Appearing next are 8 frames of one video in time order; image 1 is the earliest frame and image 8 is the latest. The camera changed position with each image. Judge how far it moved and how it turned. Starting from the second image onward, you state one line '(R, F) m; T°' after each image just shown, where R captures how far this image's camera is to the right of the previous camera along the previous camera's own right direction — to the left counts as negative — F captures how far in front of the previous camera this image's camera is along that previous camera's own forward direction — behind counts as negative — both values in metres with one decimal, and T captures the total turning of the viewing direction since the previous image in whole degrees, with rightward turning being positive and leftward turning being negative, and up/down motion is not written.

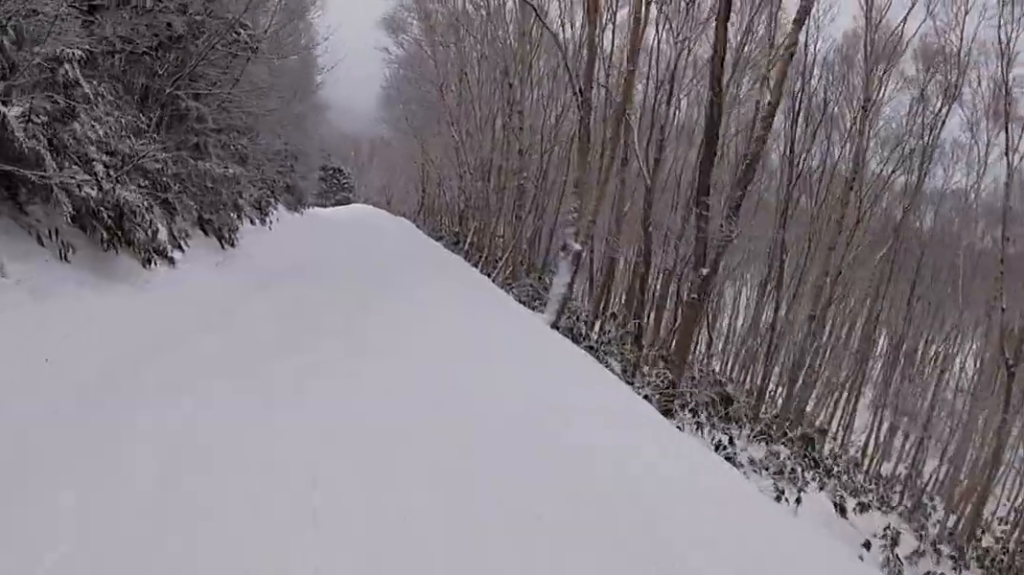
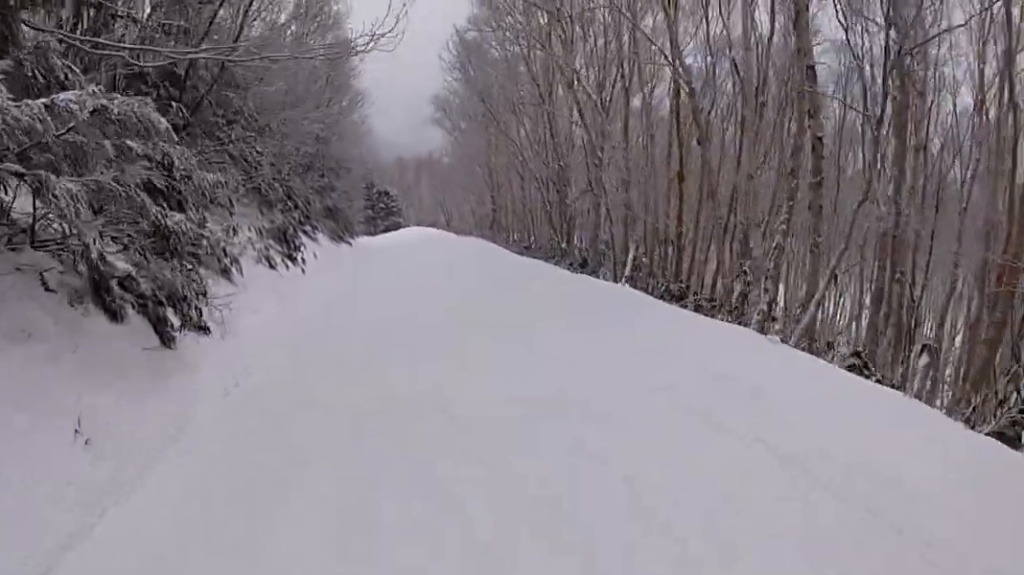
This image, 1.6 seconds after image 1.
(+0.7, +10.3) m; +10°
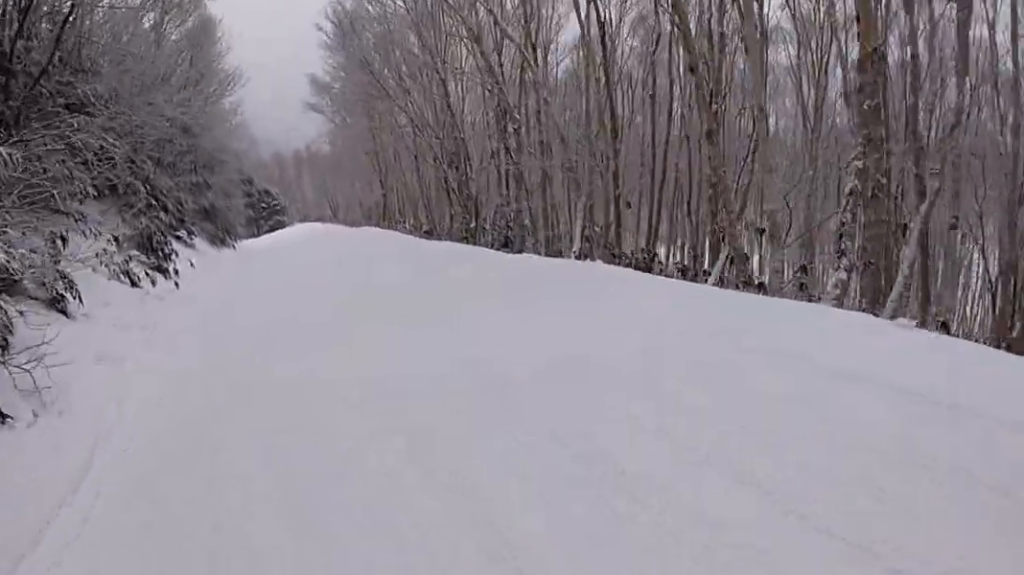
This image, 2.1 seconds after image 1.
(+0.2, +3.5) m; +2°
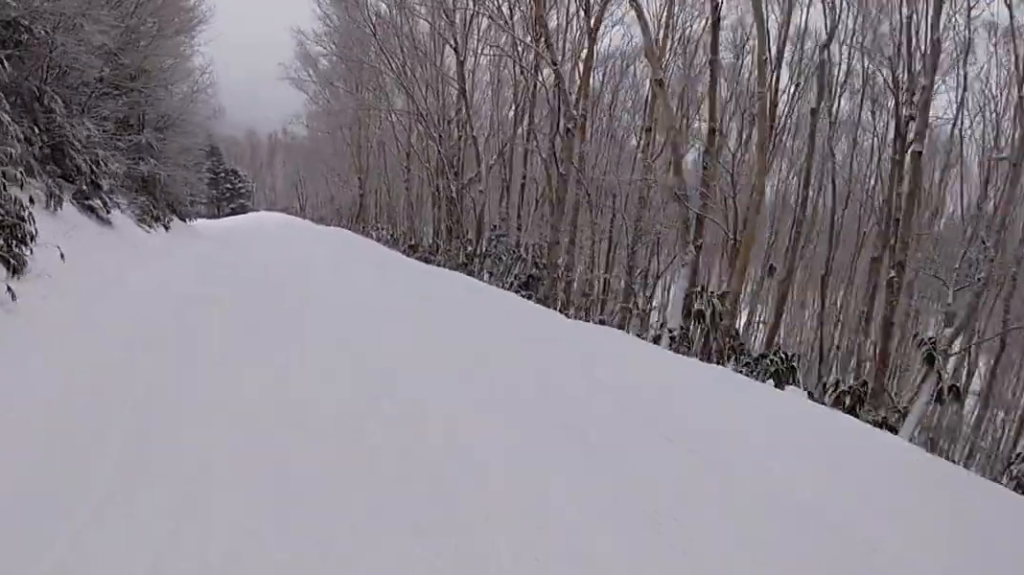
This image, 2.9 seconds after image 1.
(+0.1, +5.8) m; -1°
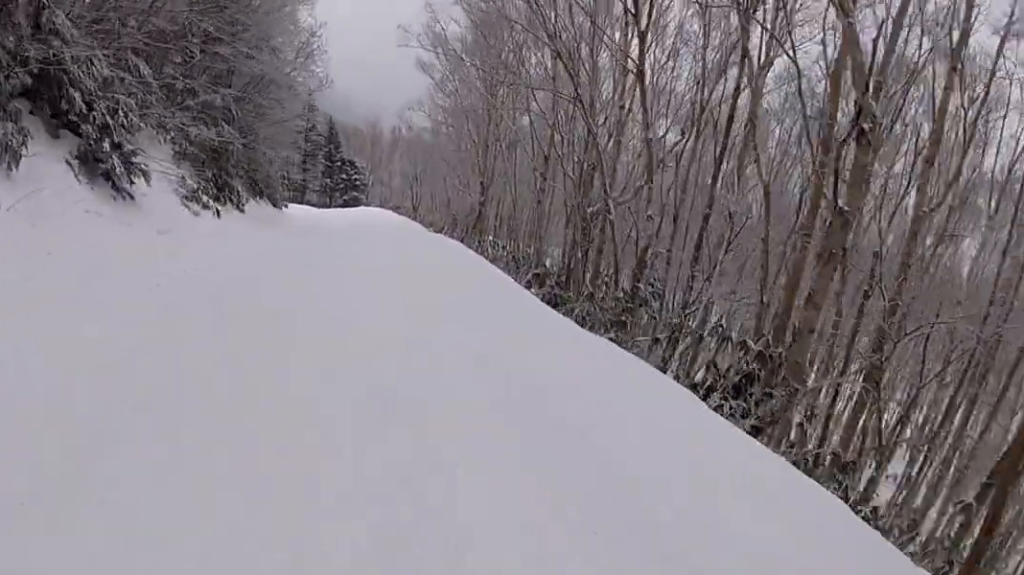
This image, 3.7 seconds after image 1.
(0.0, +5.6) m; -5°
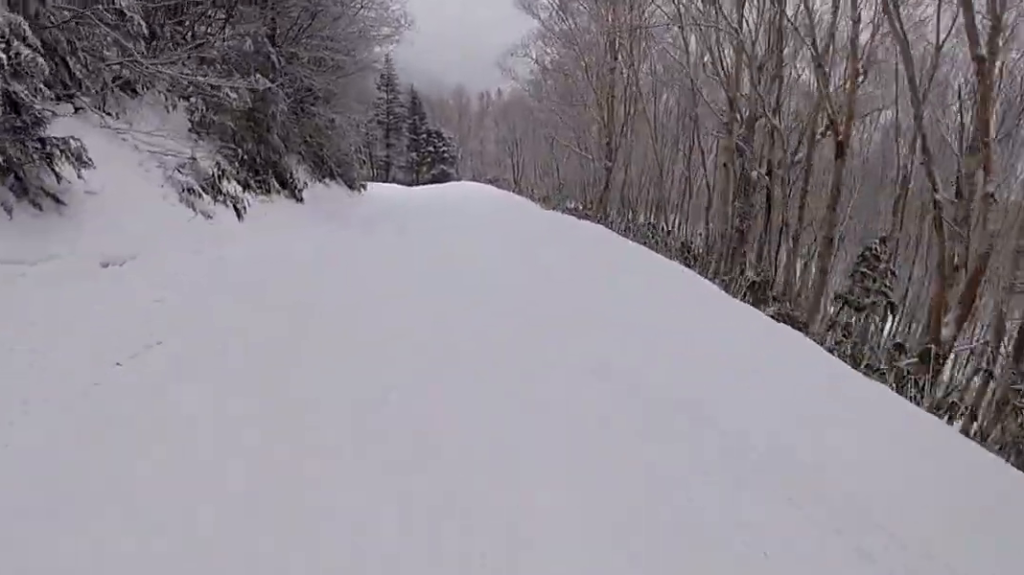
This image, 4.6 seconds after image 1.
(-0.6, +6.5) m; -6°
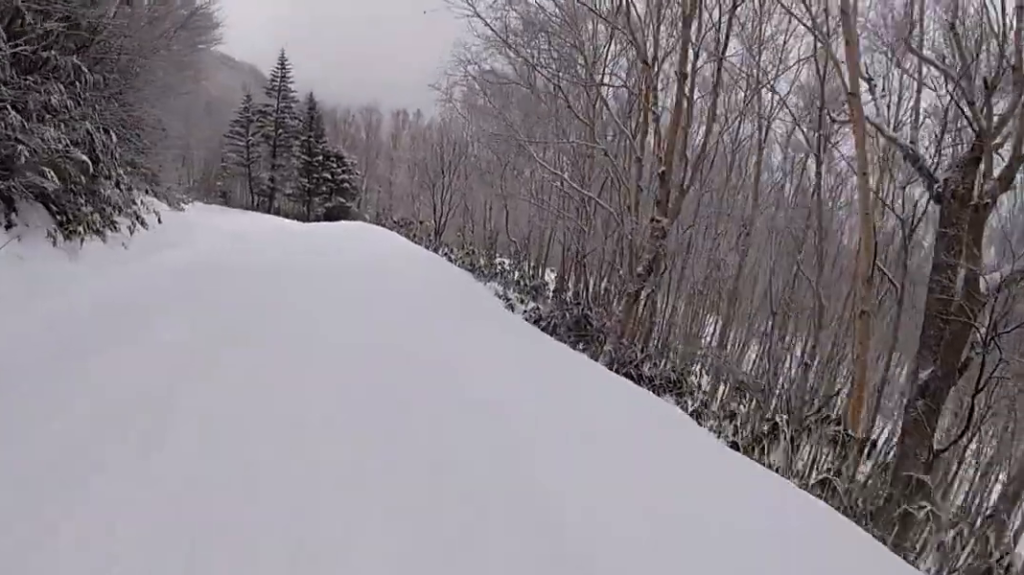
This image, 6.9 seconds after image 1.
(+1.9, +14.5) m; +5°
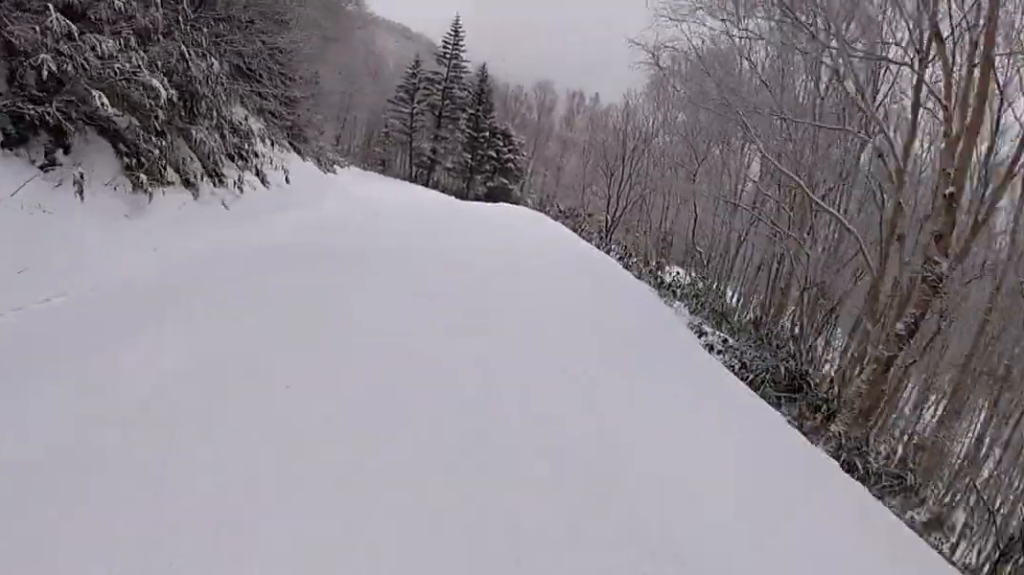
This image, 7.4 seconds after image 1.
(-0.3, +3.0) m; -6°
